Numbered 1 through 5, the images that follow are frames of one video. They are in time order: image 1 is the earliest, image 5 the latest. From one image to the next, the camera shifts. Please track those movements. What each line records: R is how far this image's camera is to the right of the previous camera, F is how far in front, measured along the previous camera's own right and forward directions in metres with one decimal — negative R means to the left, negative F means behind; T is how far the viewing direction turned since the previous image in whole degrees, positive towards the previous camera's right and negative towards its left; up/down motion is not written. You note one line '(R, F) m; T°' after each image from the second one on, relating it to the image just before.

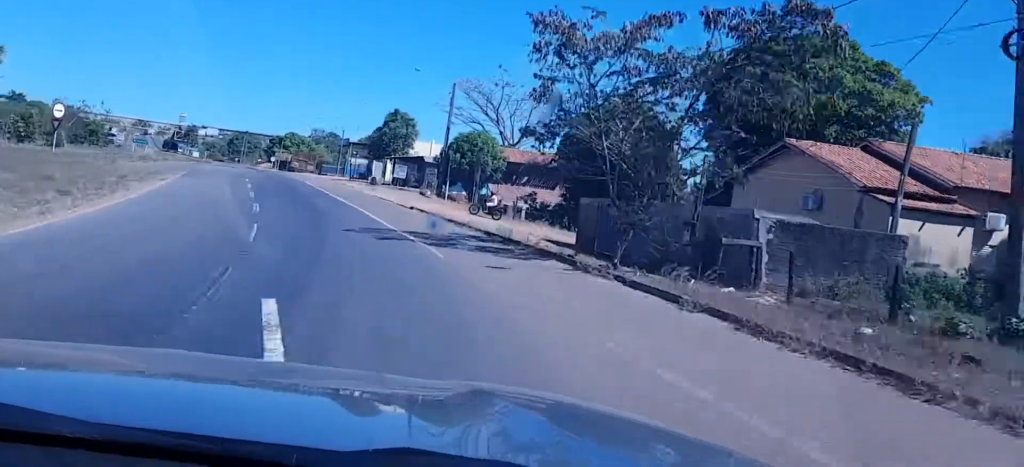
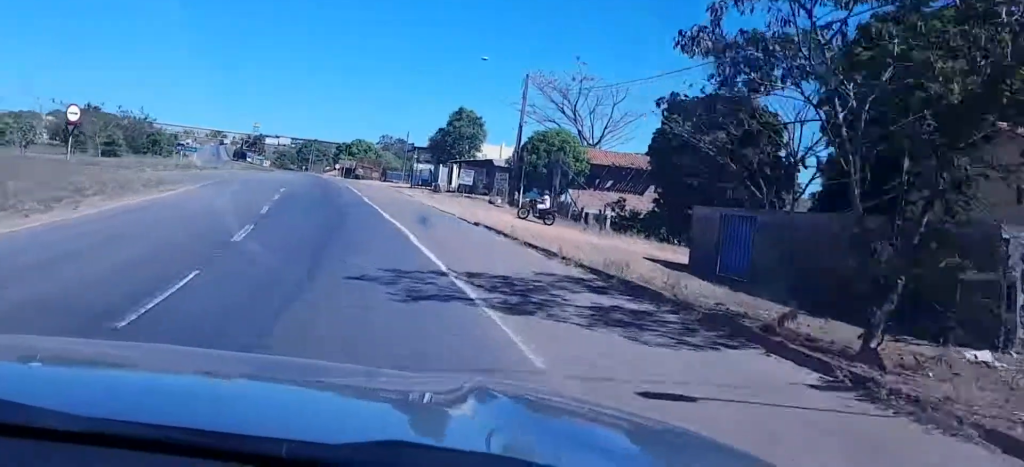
(-0.1, +9.5) m; -3°
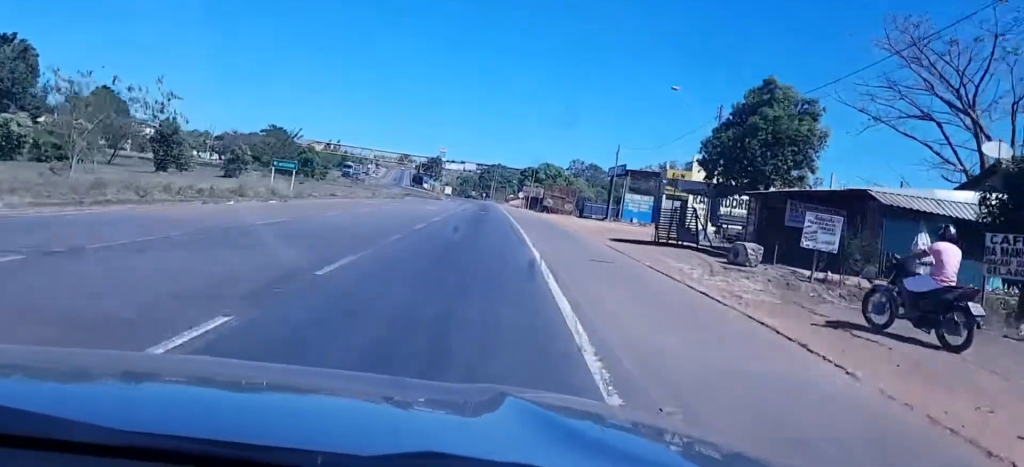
(-5.4, +34.3) m; -13°
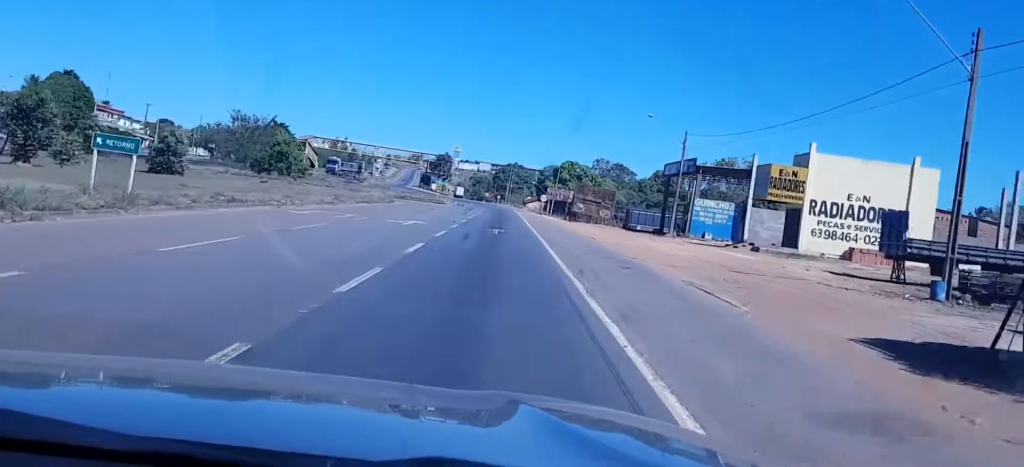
(+0.4, +25.2) m; -1°
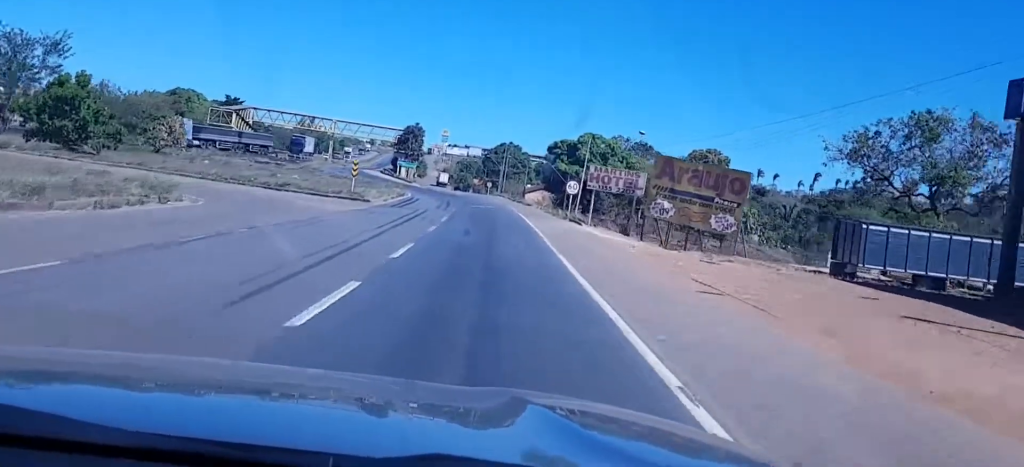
(-3.2, +53.0) m; -3°
